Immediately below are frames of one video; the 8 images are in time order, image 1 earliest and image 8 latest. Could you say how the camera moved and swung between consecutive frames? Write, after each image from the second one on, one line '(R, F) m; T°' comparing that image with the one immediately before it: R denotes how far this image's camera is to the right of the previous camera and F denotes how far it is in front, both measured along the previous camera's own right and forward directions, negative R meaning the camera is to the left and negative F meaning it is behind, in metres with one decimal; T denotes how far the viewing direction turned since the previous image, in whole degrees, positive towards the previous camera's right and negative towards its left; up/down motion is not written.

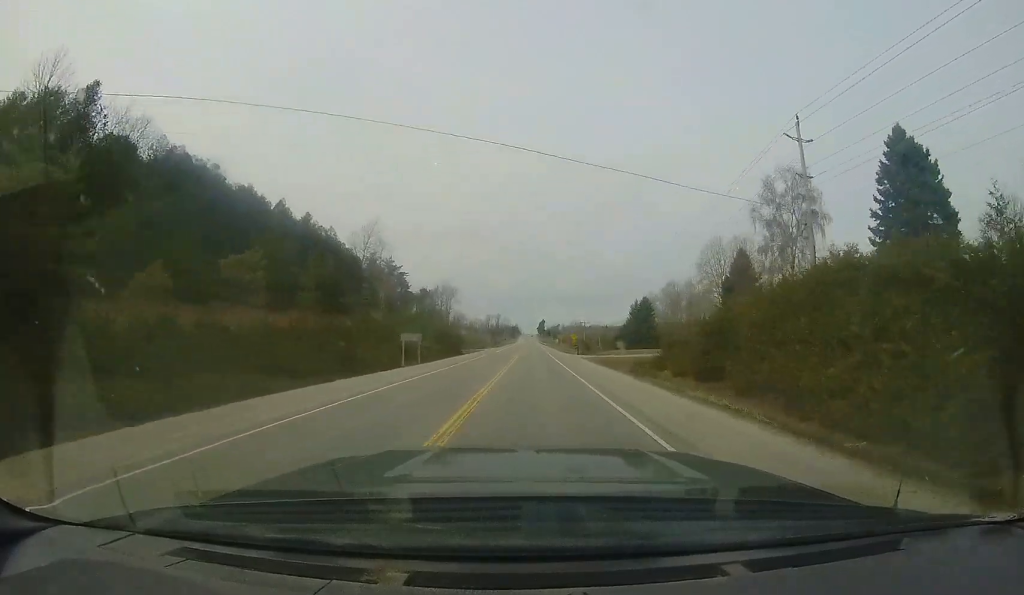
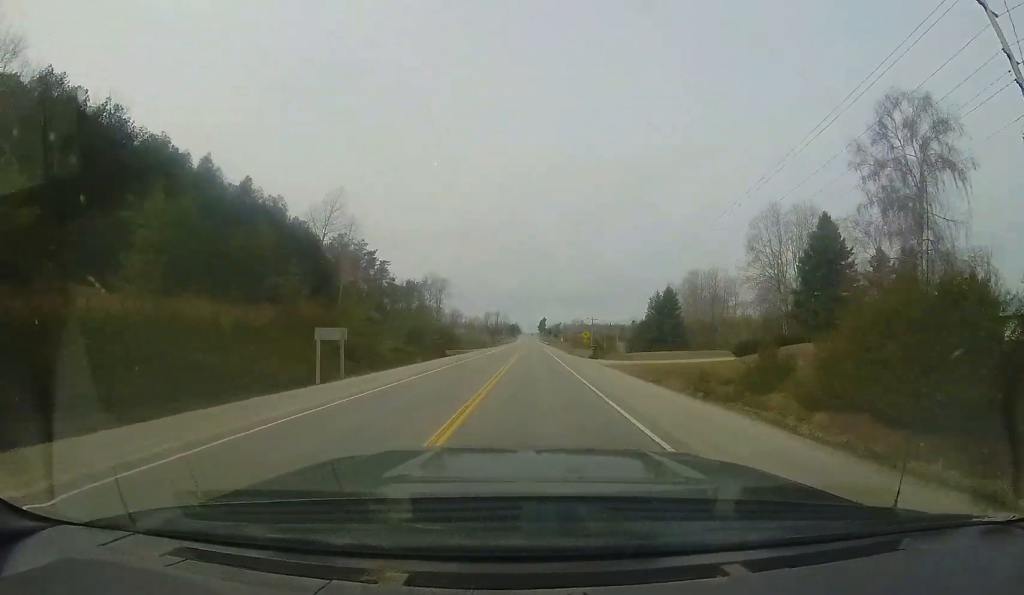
(-0.1, +13.5) m; 0°
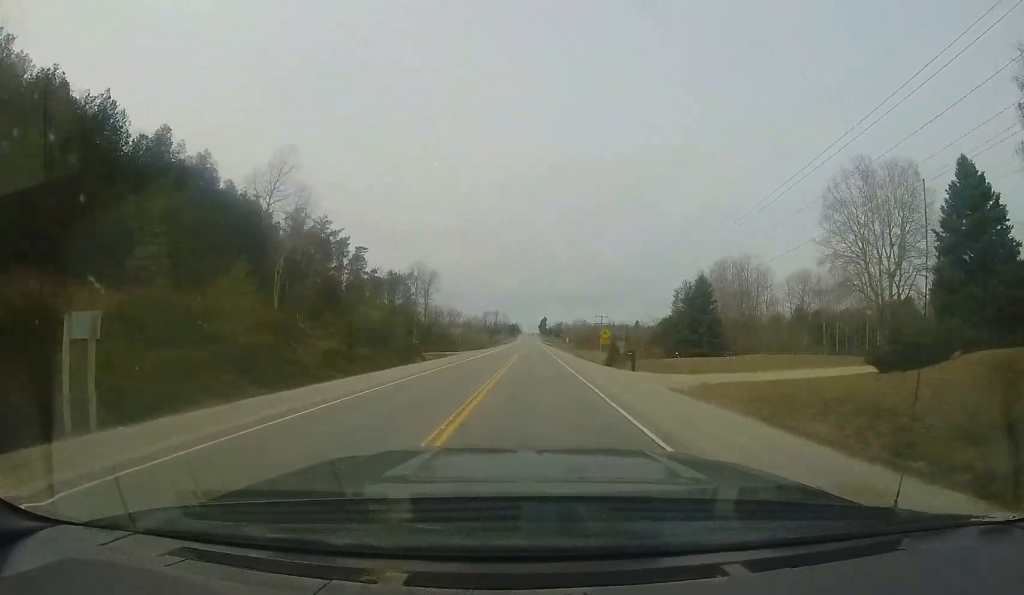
(+0.2, +13.0) m; +1°
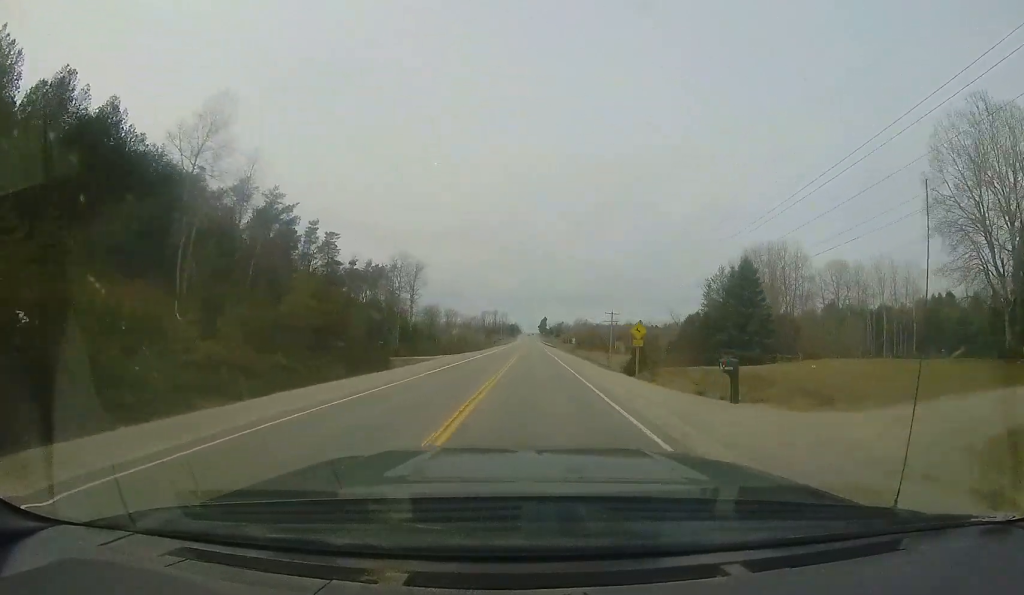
(+0.1, +11.5) m; 0°
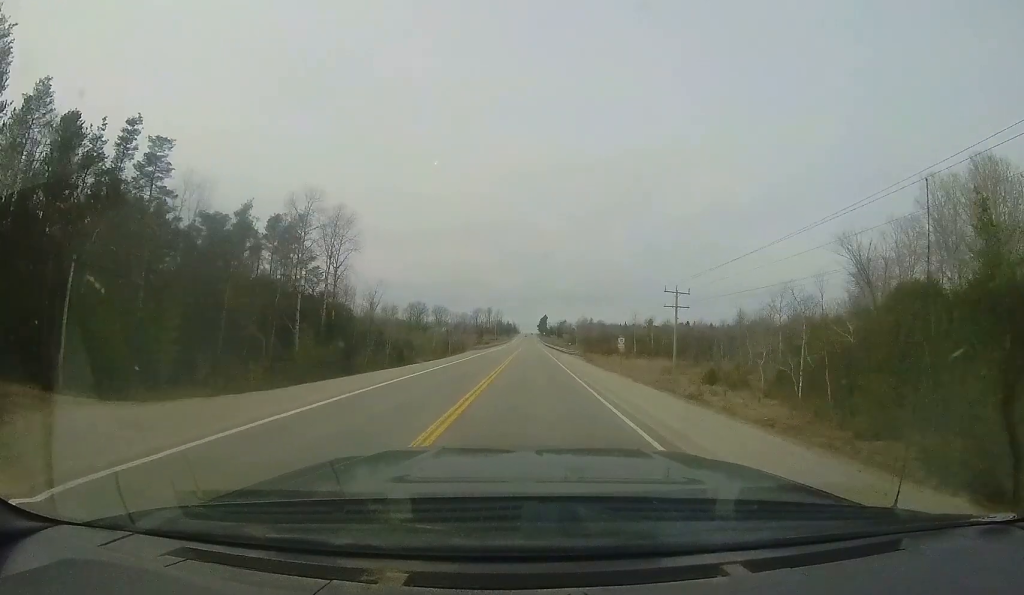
(-0.1, +35.1) m; 0°
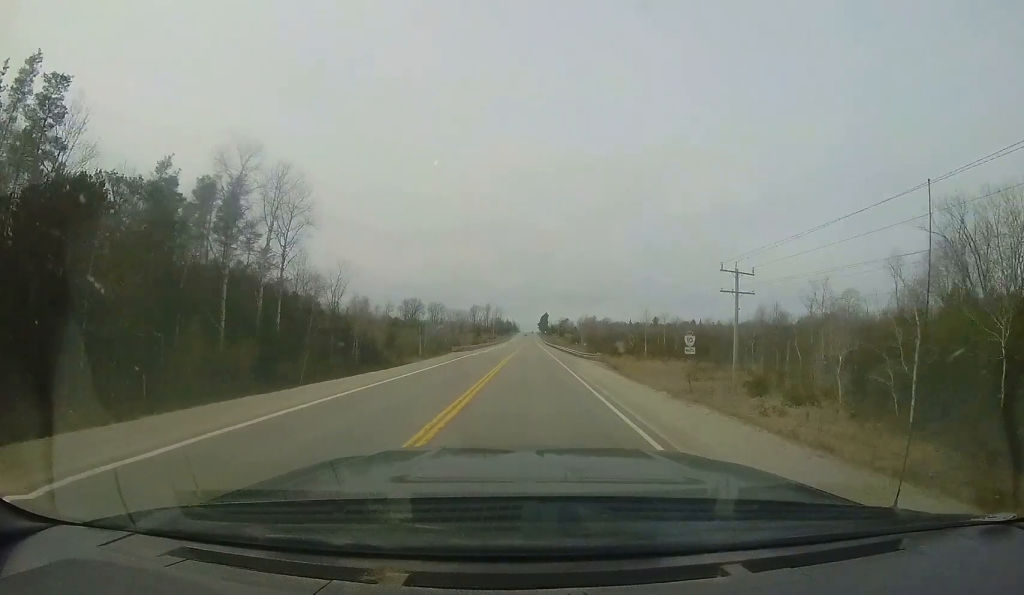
(-0.1, +12.7) m; 0°
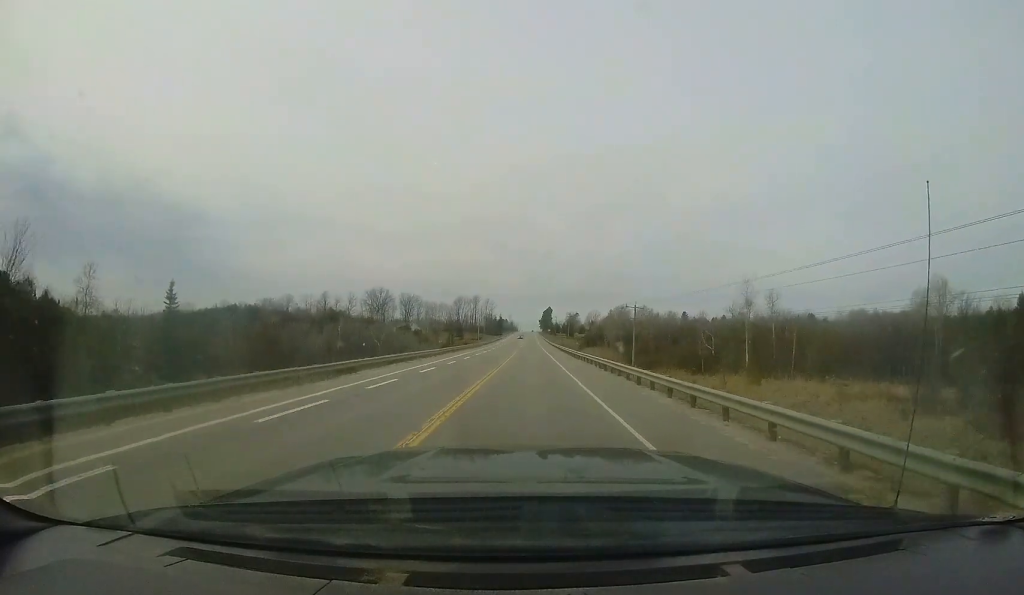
(+0.2, +60.8) m; -1°
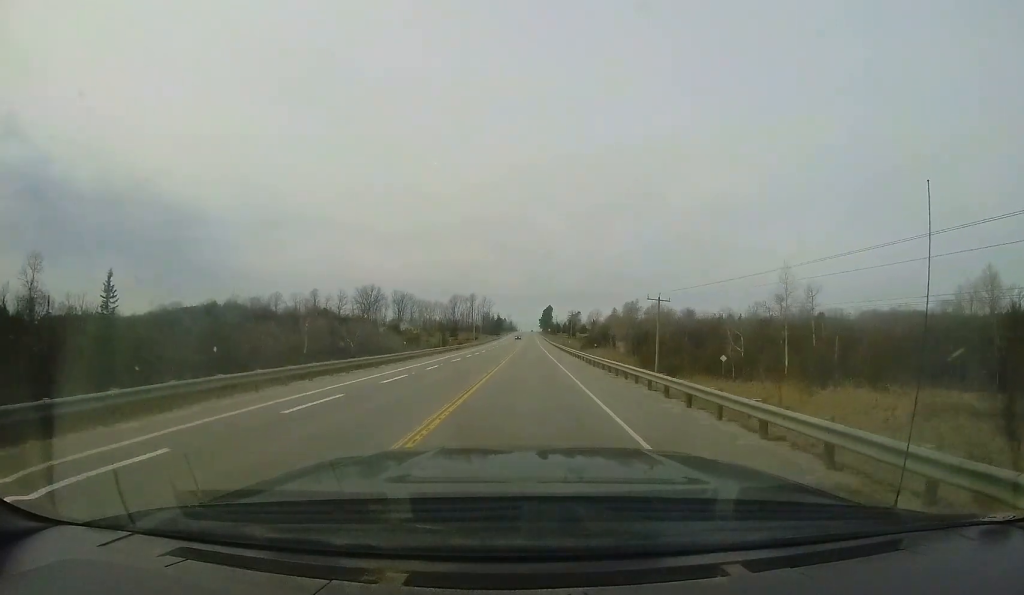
(-0.2, +11.3) m; 0°
